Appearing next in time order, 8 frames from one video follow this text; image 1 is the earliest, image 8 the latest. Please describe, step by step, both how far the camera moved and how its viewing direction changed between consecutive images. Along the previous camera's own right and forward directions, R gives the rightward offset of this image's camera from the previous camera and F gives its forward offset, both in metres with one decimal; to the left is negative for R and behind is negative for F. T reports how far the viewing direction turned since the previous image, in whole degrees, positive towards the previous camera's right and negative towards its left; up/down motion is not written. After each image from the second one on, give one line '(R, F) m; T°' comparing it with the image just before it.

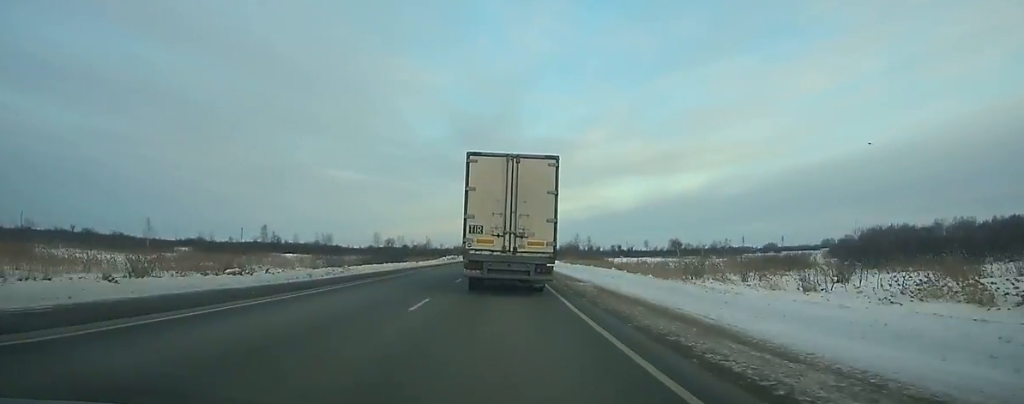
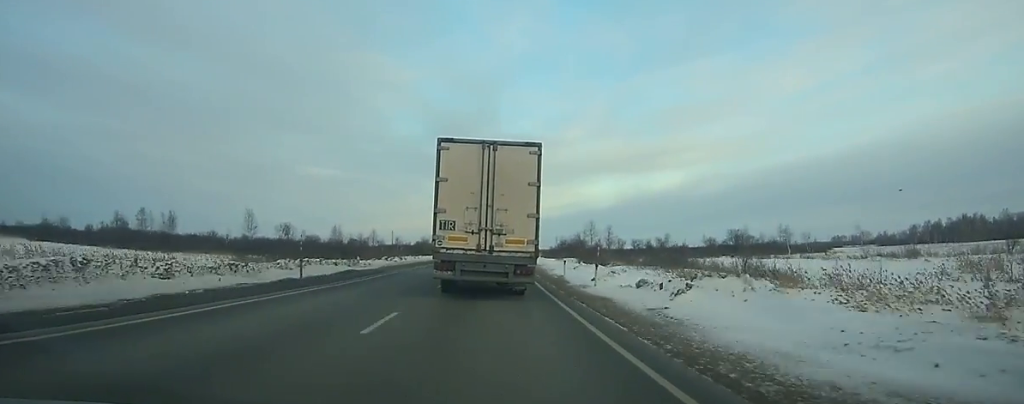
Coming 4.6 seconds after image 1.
(+1.2, +99.3) m; +1°
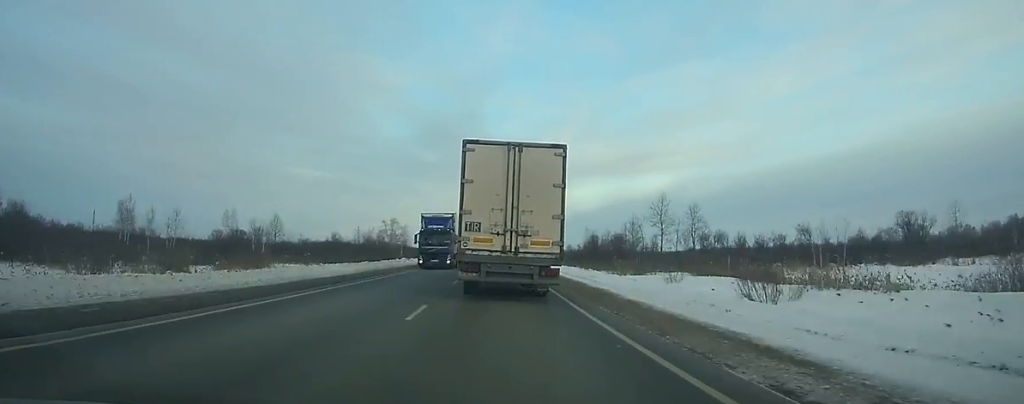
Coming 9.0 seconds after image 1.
(+1.0, +94.5) m; +1°
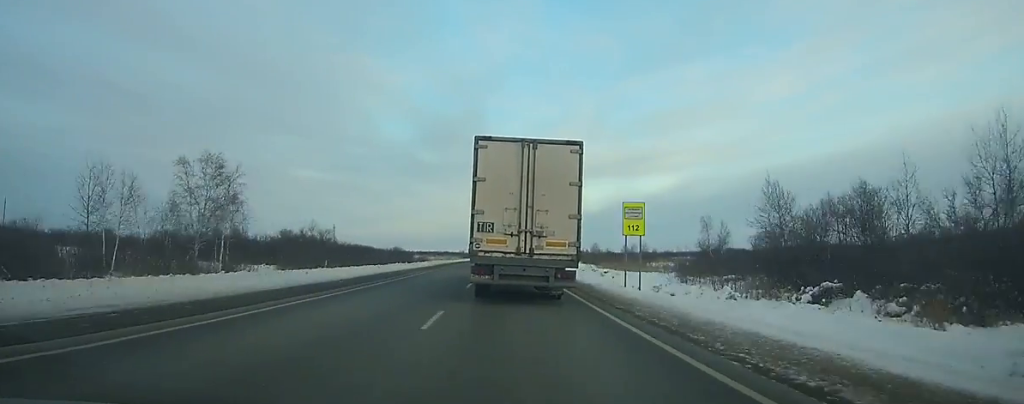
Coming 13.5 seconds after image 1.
(+0.3, +96.4) m; 0°
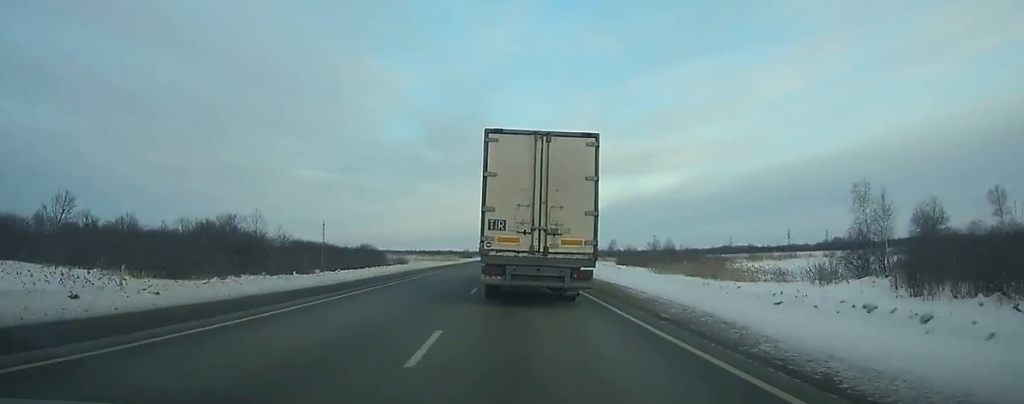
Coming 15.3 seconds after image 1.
(0.0, +38.5) m; 0°
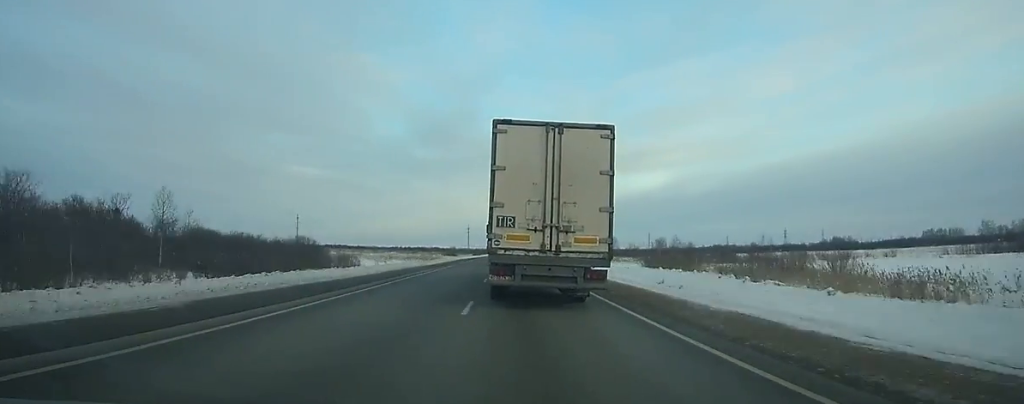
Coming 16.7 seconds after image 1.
(0.0, +29.8) m; +1°
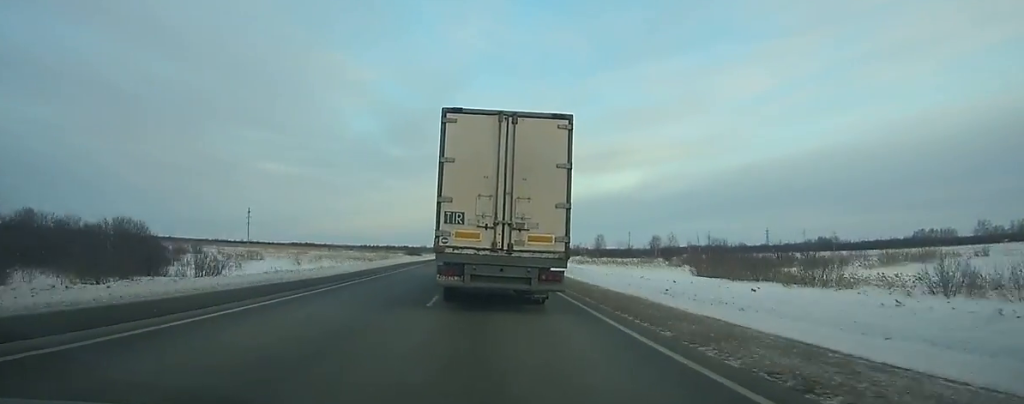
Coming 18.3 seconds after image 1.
(+0.1, +34.0) m; +1°
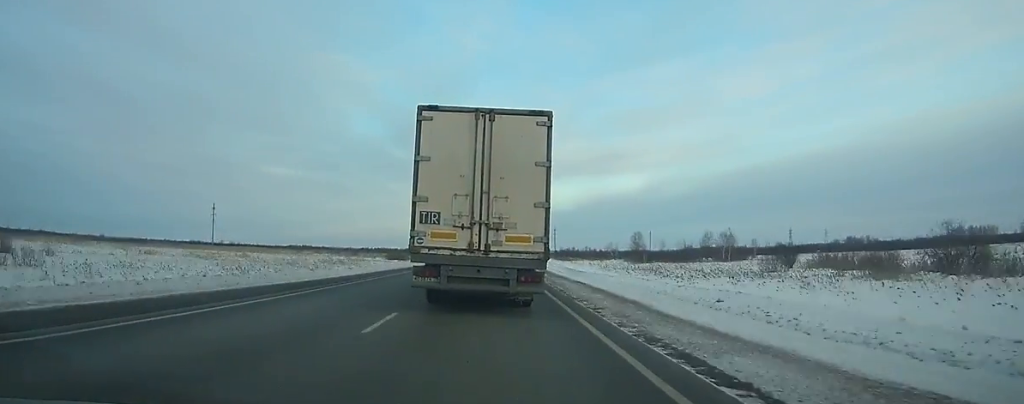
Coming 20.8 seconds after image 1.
(+0.7, +52.7) m; +1°
